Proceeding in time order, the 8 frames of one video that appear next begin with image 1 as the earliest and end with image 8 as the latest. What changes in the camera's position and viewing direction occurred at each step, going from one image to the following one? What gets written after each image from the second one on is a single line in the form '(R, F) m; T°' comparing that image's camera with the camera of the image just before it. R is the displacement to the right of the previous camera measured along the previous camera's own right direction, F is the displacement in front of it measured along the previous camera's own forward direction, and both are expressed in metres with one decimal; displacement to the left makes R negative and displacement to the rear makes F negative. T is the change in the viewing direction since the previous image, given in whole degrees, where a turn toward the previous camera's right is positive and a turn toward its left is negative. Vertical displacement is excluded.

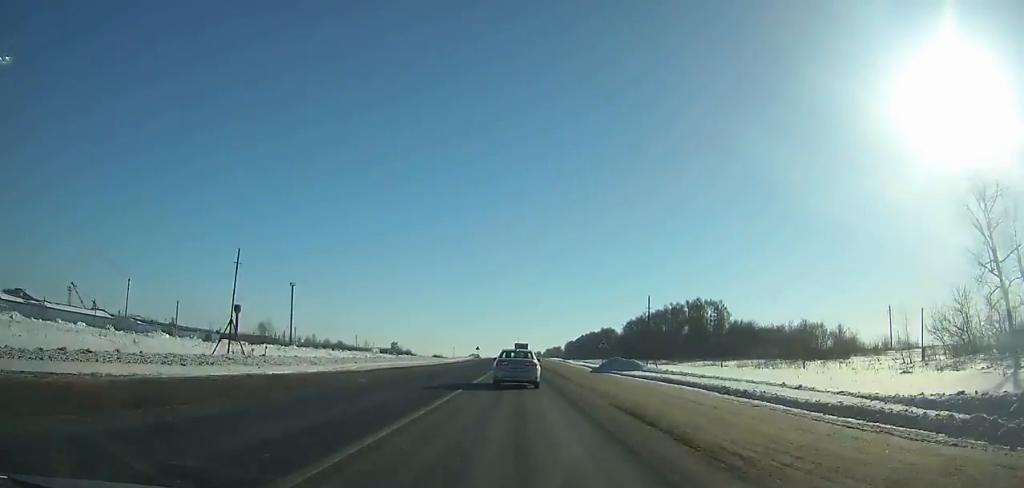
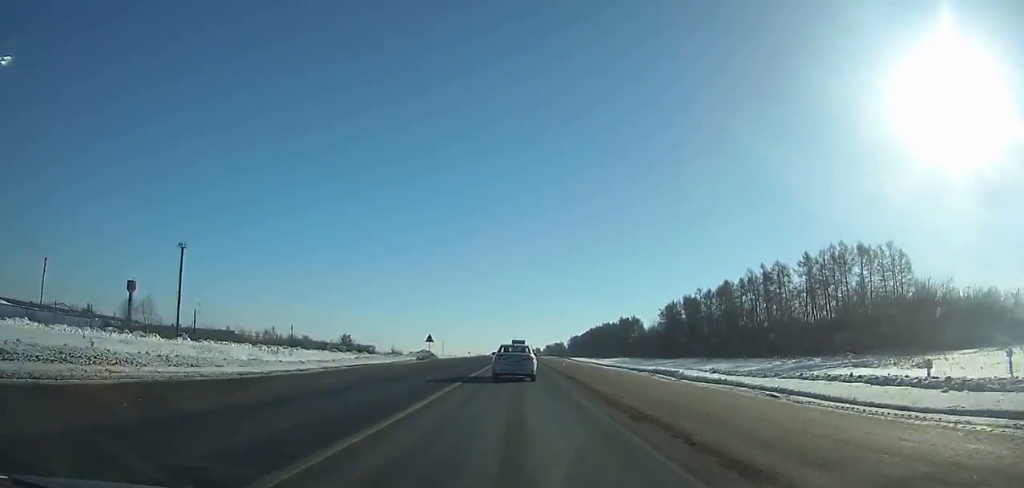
(+0.4, +75.1) m; 0°
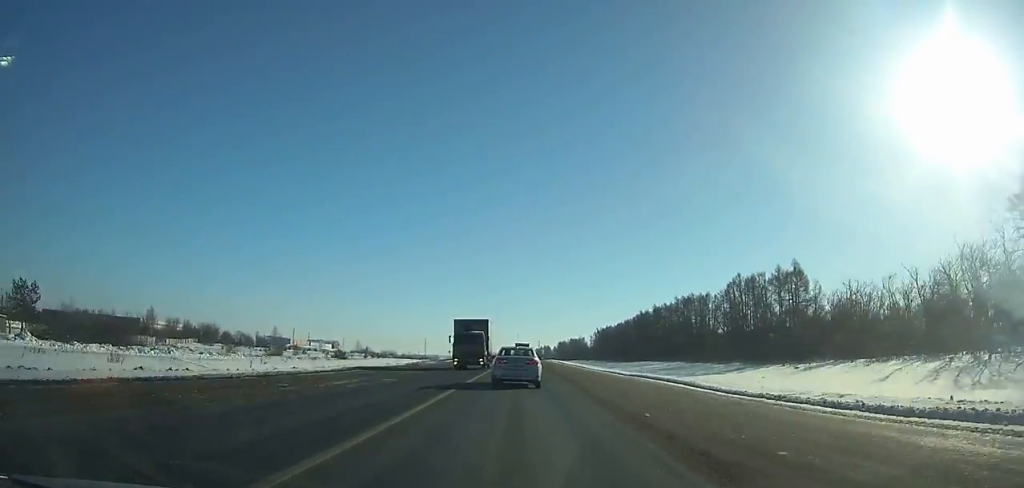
(-0.1, +141.2) m; 0°
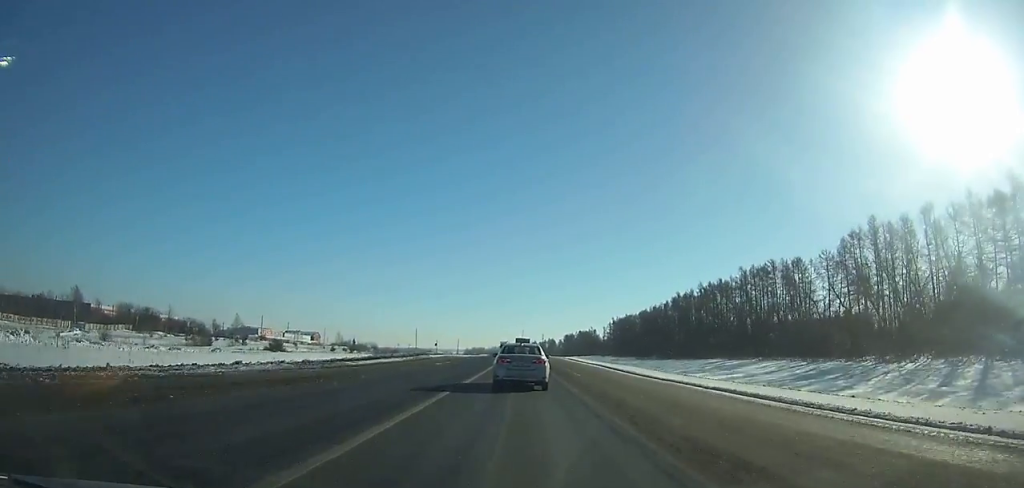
(-0.1, +50.9) m; 0°
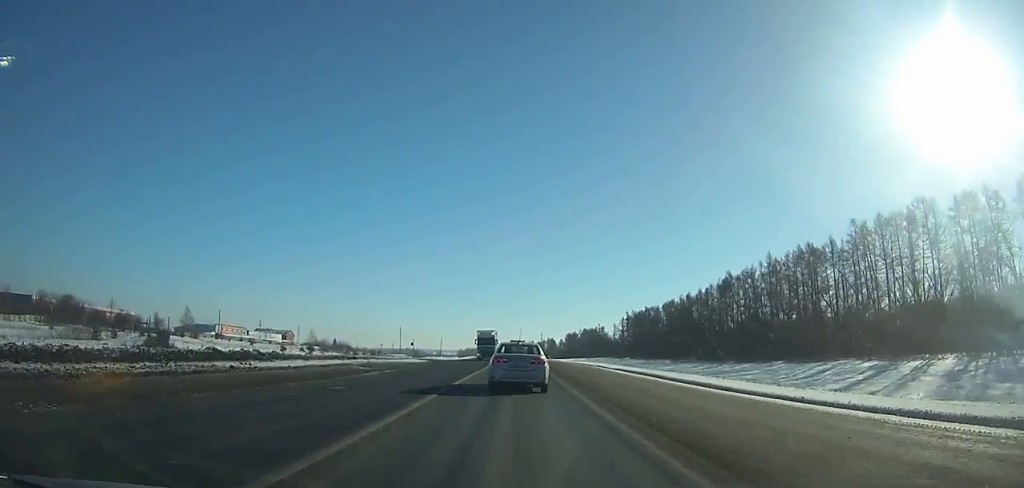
(-0.1, +46.3) m; 0°
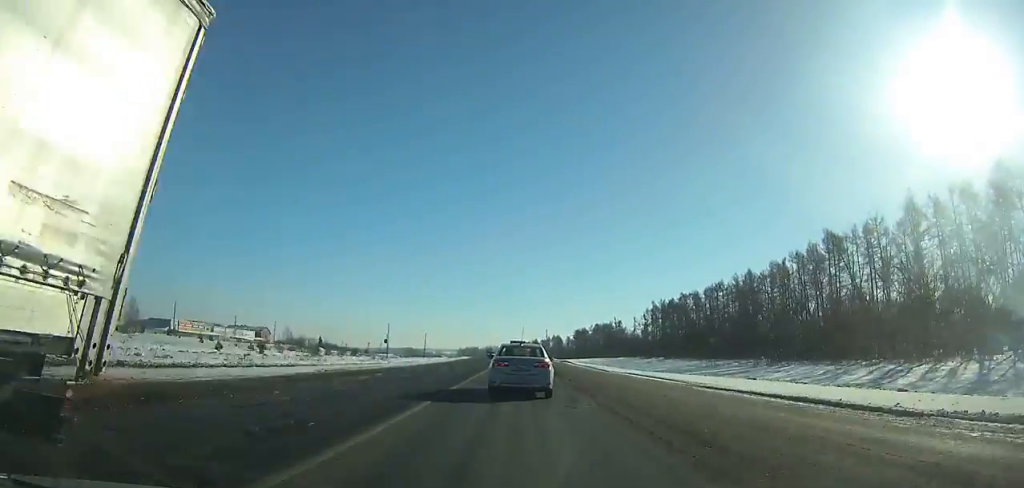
(-0.1, +42.1) m; 0°
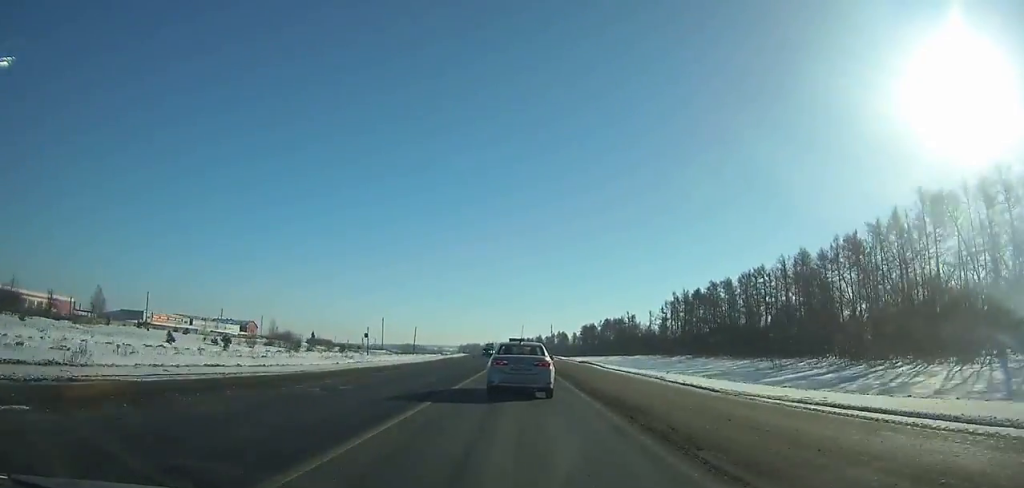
(0.0, +23.5) m; 0°
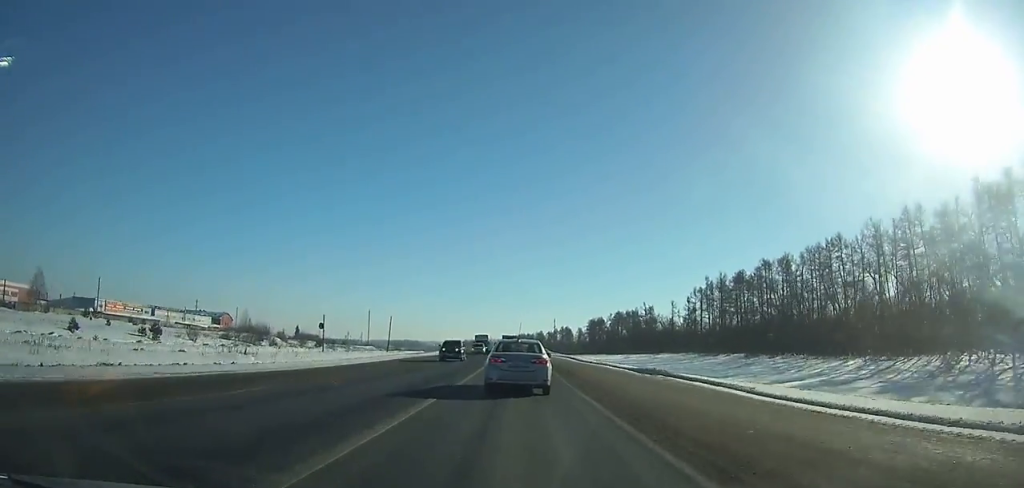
(-0.1, +30.9) m; 0°
